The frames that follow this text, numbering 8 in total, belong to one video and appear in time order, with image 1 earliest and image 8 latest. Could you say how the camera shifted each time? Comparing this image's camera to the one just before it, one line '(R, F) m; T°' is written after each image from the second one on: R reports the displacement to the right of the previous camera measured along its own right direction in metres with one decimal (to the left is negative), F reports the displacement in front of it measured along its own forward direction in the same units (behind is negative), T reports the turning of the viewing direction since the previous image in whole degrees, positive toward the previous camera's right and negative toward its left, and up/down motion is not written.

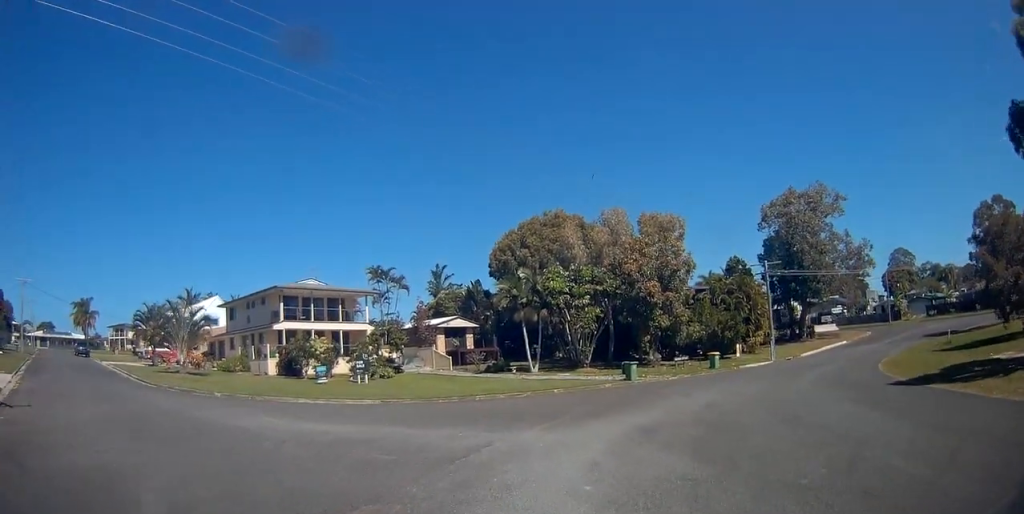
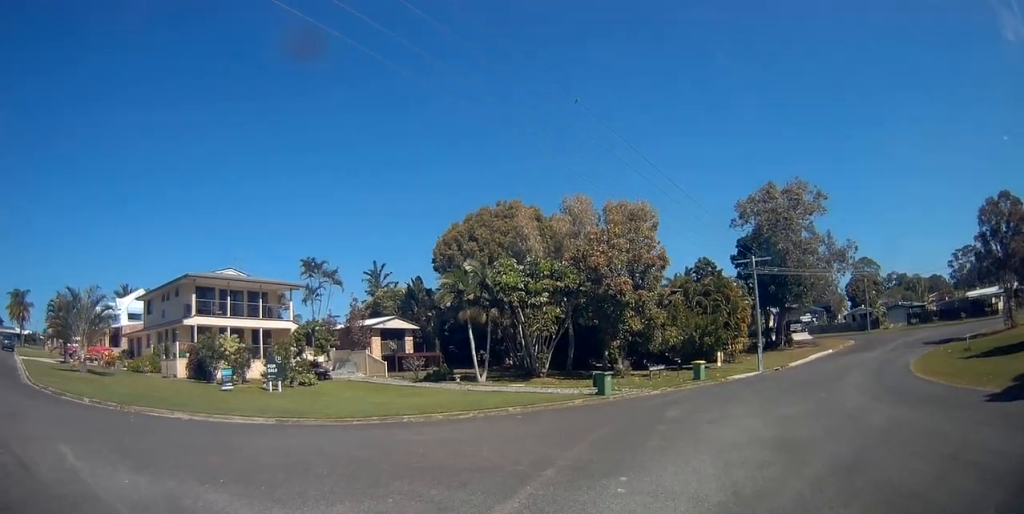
(+0.6, +7.0) m; +11°
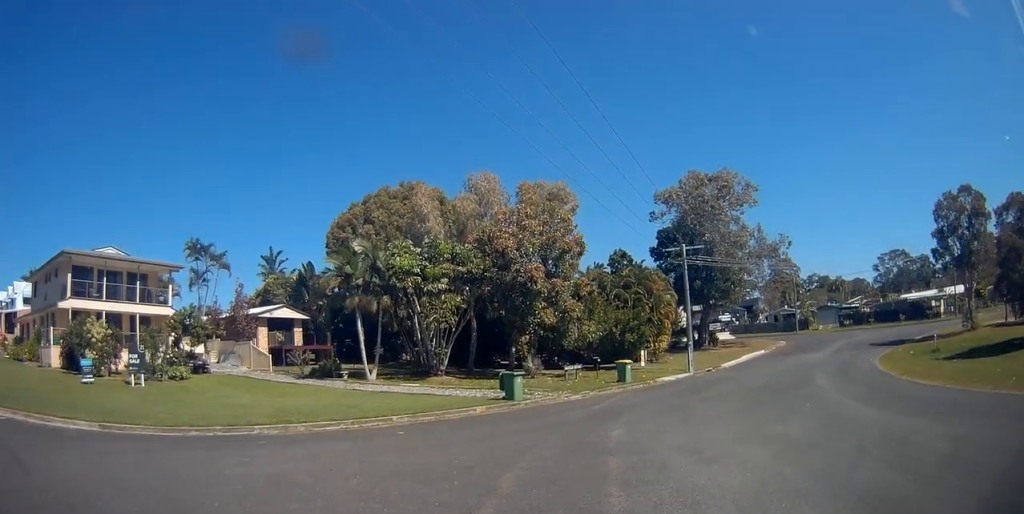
(0.0, +4.6) m; +1°
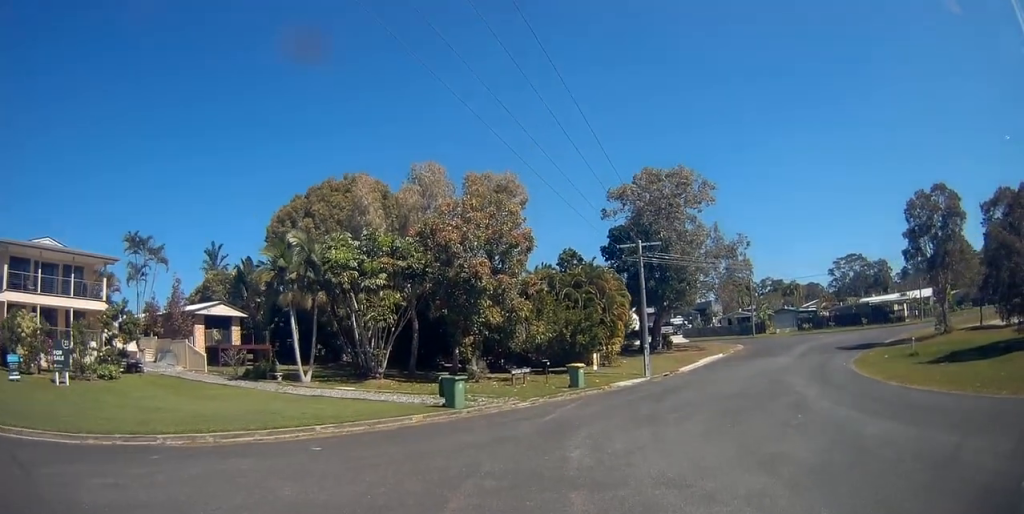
(0.0, +2.1) m; +4°
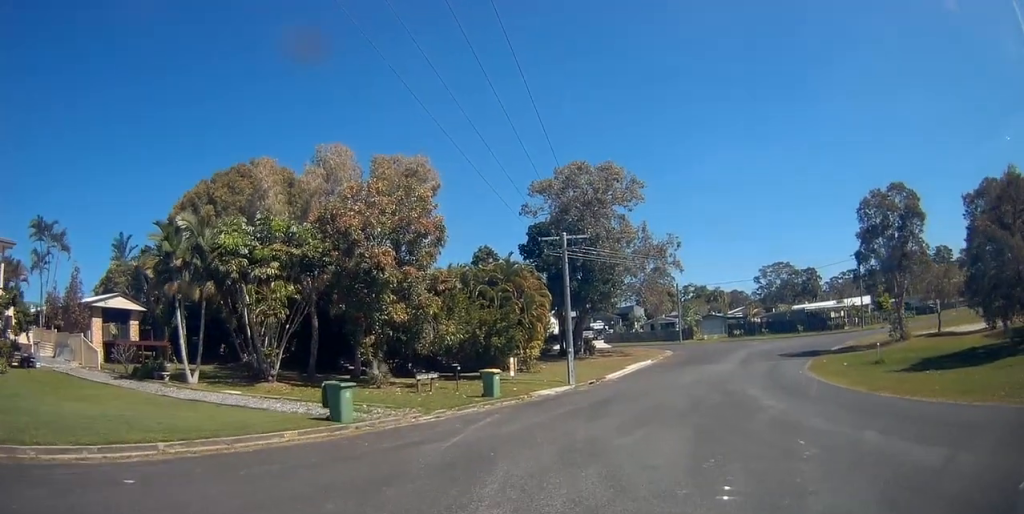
(-0.1, +3.2) m; +6°
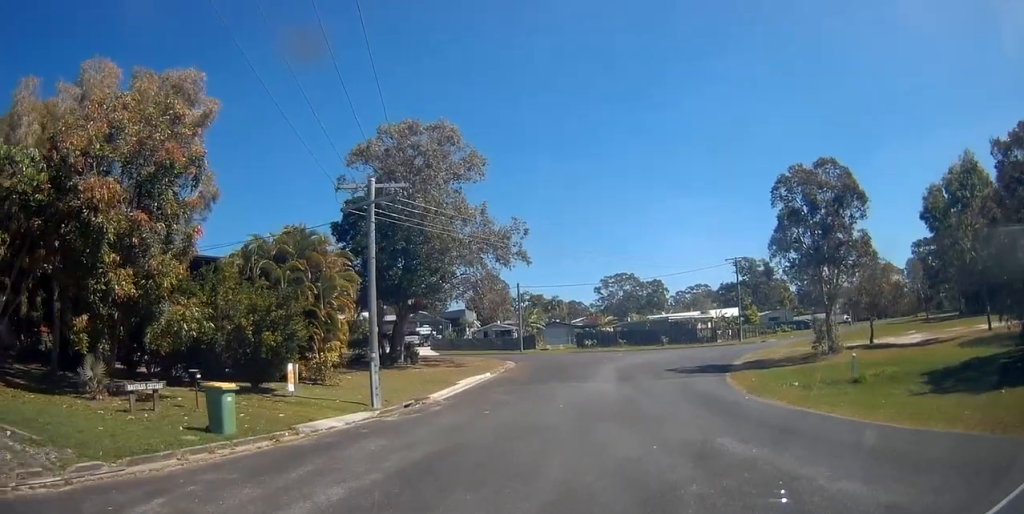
(+1.7, +9.1) m; +18°
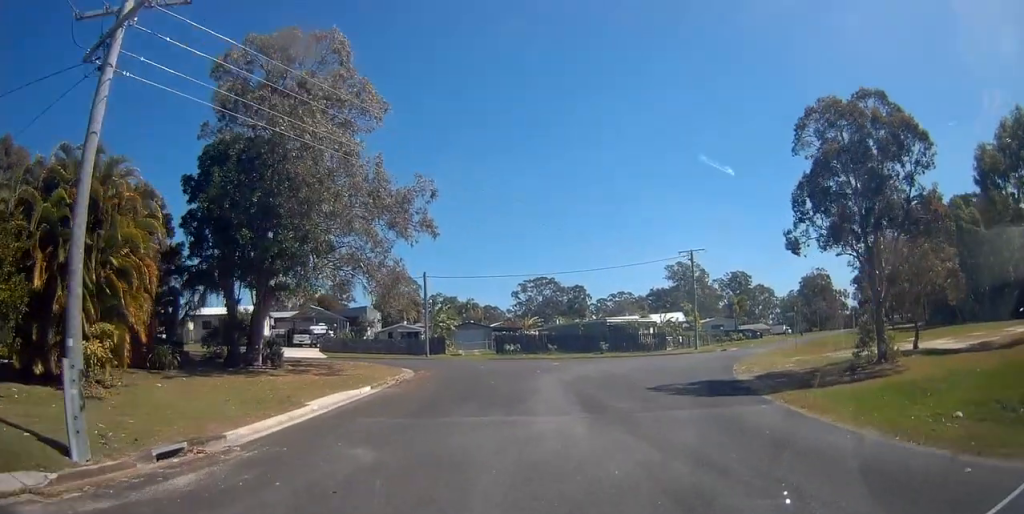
(+1.4, +10.8) m; +10°
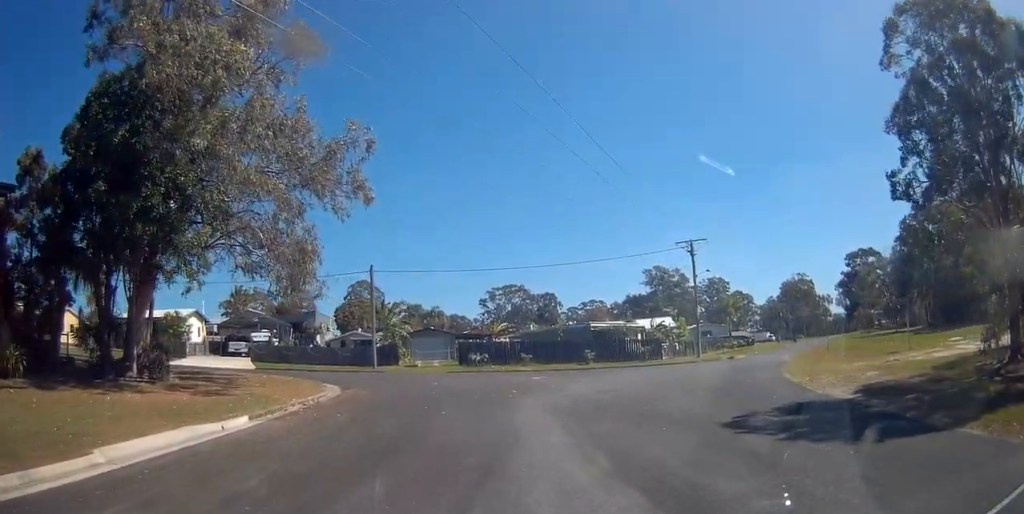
(-0.2, +8.6) m; -3°
